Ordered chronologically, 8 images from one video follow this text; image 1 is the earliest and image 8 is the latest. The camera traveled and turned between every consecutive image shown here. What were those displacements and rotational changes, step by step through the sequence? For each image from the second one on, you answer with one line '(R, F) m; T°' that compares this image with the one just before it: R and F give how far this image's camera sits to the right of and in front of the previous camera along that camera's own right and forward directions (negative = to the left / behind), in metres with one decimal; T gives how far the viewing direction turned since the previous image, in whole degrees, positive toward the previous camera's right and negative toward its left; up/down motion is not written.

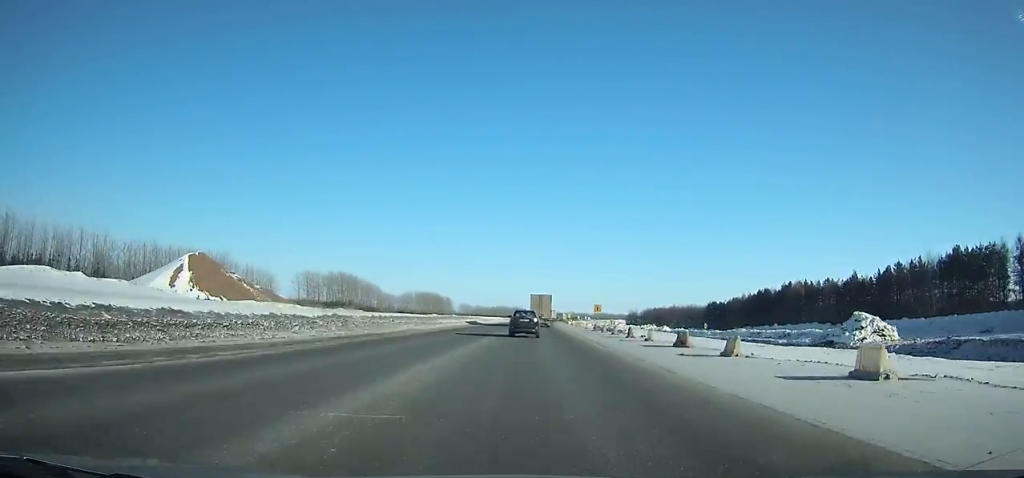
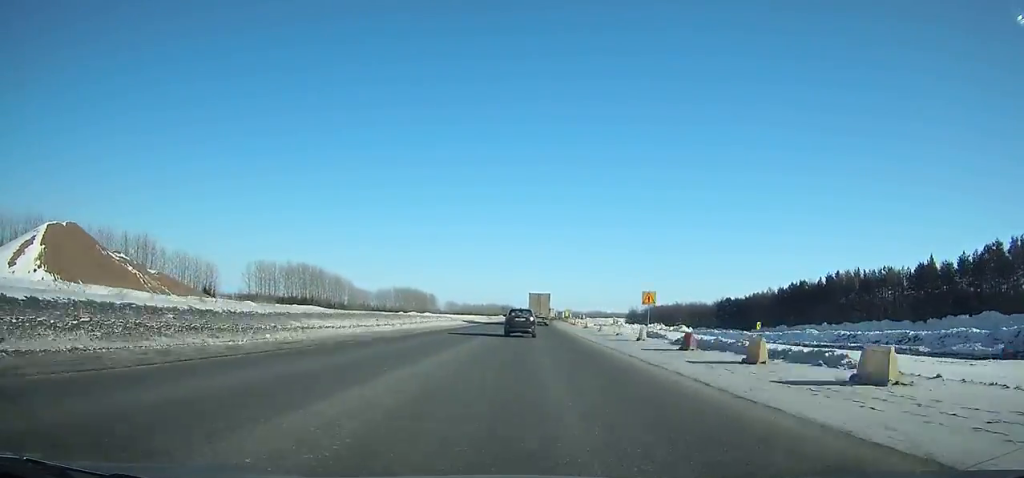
(+0.2, +33.5) m; +1°
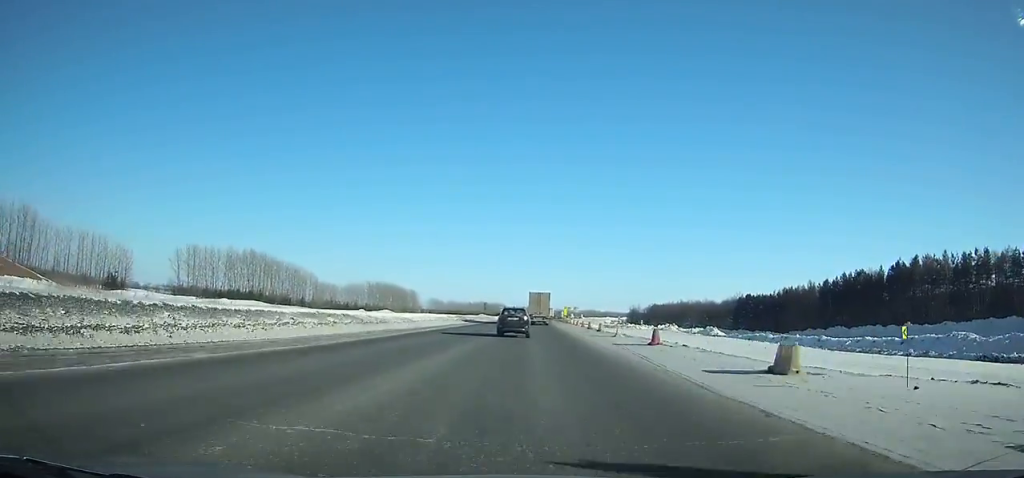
(+0.2, +35.5) m; +1°
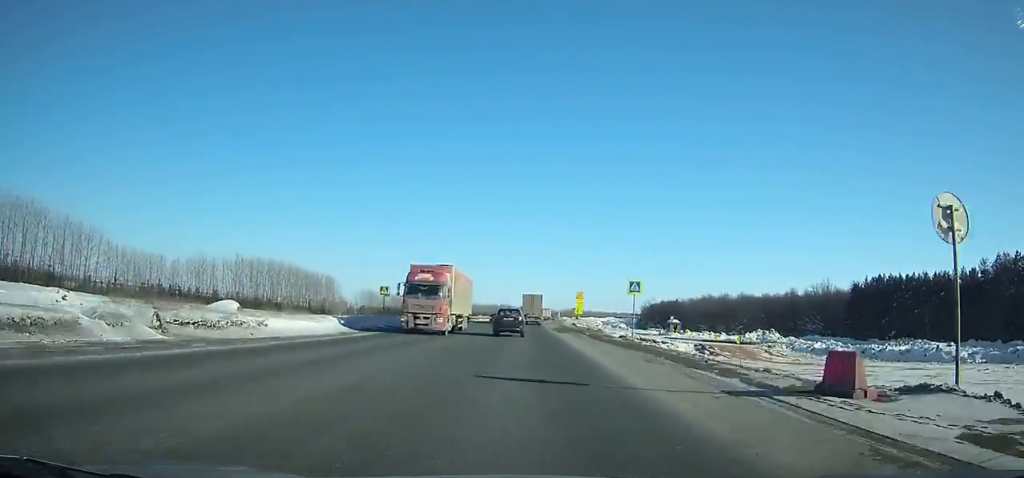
(+2.3, +112.1) m; +2°
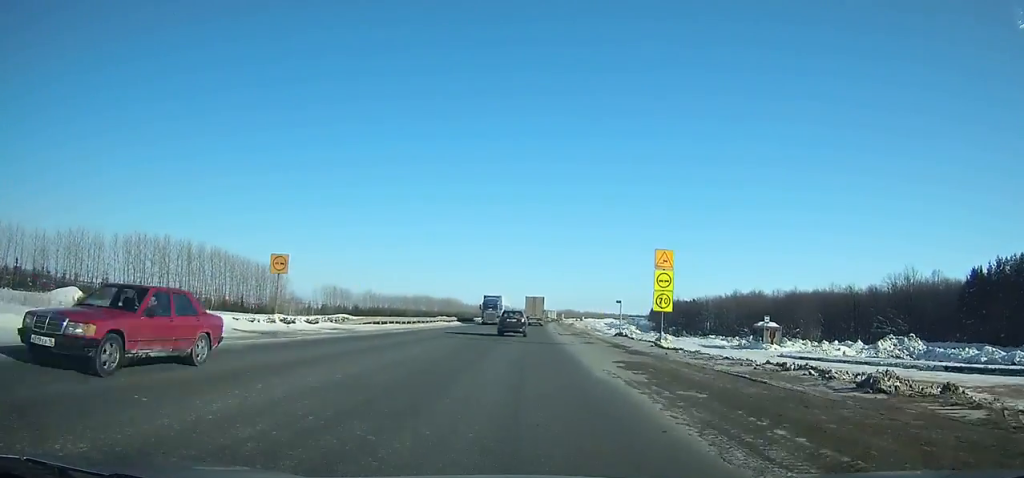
(+0.4, +48.5) m; +1°
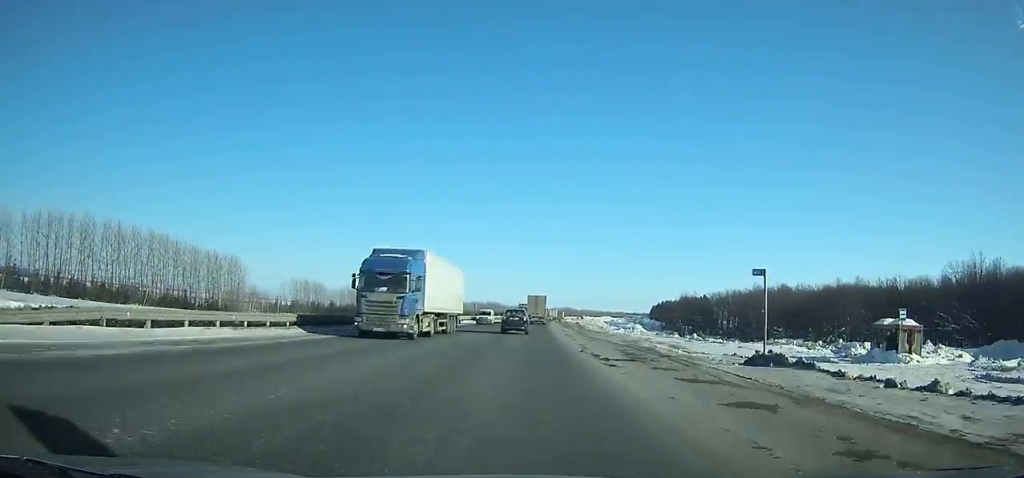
(+0.2, +26.9) m; +1°
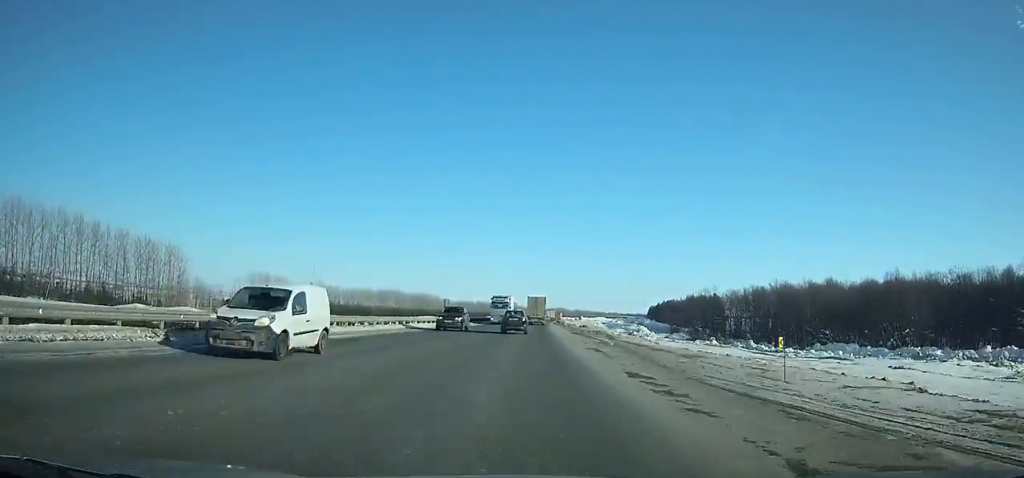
(+0.1, +26.7) m; +1°
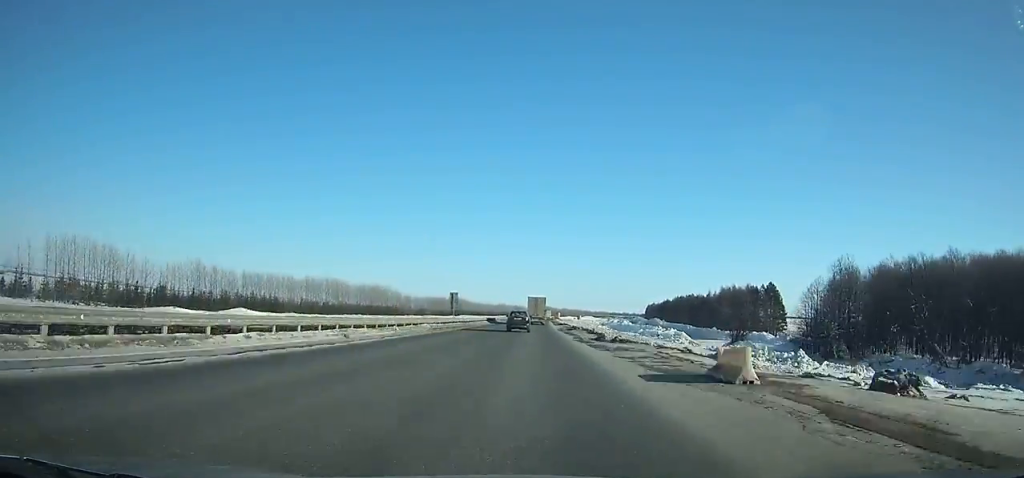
(+1.3, +77.2) m; +2°
